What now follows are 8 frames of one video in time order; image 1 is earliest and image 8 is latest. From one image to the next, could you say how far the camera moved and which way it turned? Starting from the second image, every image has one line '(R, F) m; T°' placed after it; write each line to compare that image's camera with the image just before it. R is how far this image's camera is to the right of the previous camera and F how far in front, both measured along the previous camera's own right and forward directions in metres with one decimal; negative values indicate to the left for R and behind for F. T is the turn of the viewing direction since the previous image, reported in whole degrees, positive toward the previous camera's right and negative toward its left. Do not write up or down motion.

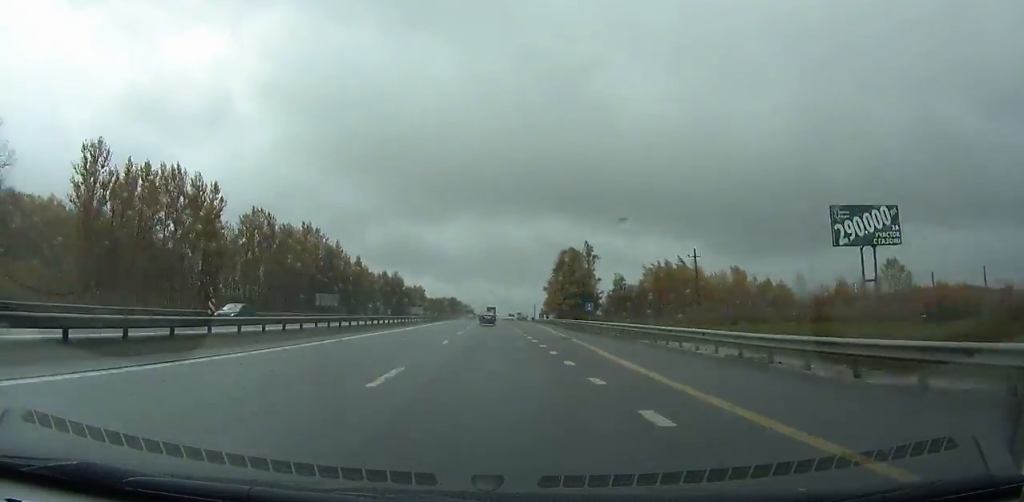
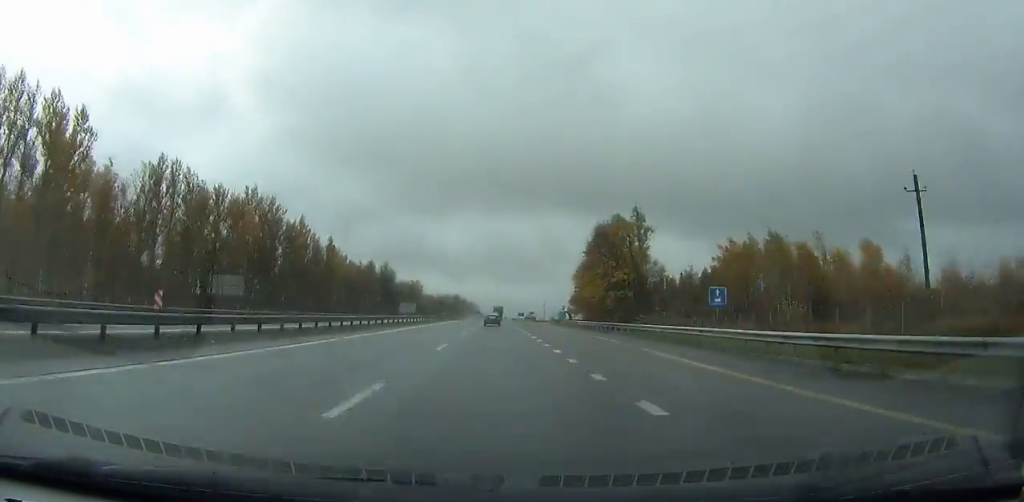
(-0.4, +39.3) m; 0°
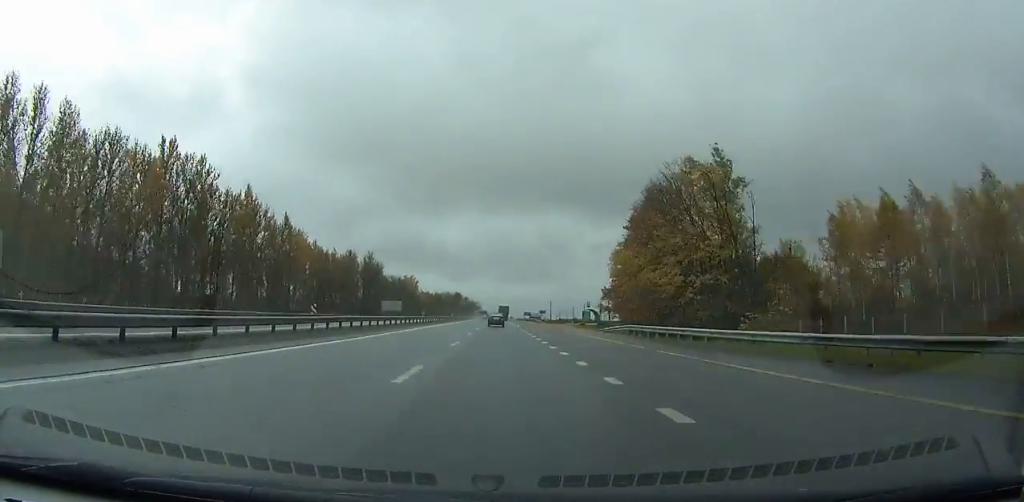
(-0.2, +31.9) m; 0°
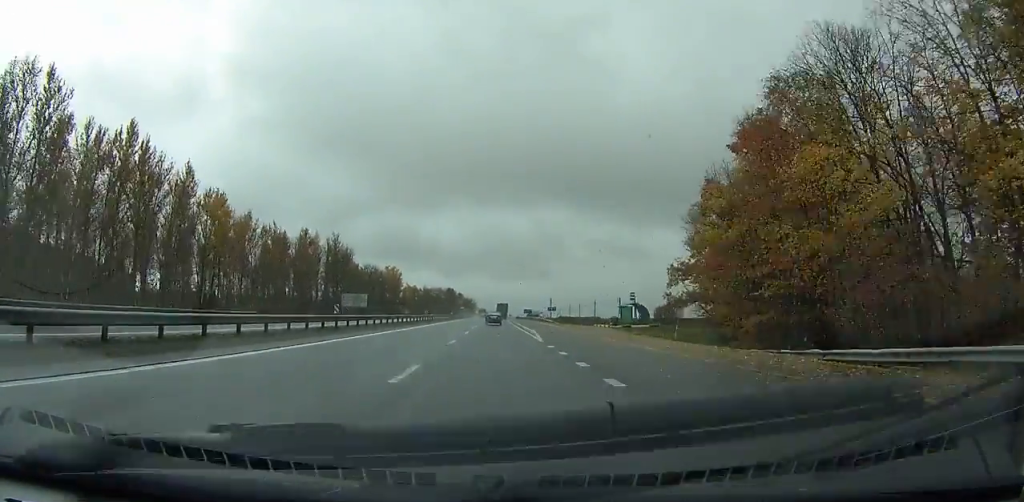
(+0.1, +35.3) m; 0°
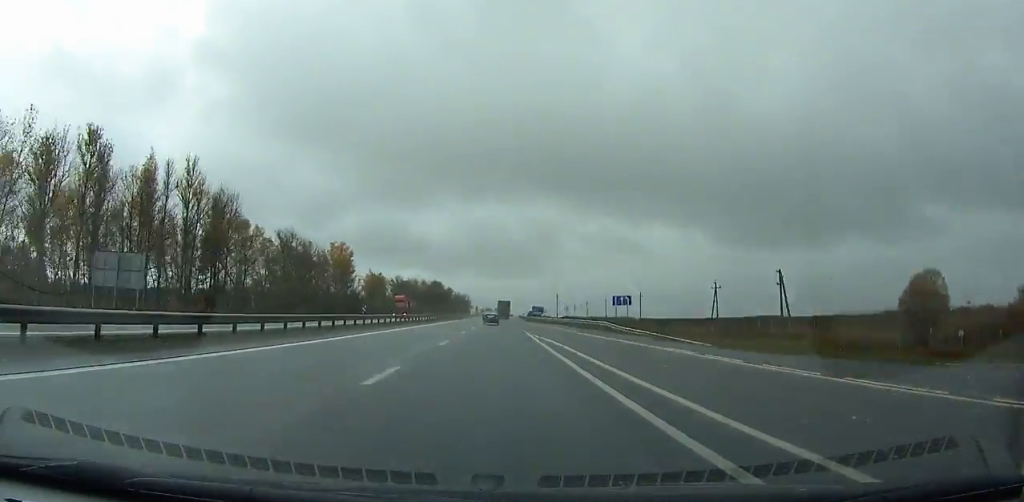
(+0.1, +74.2) m; 0°
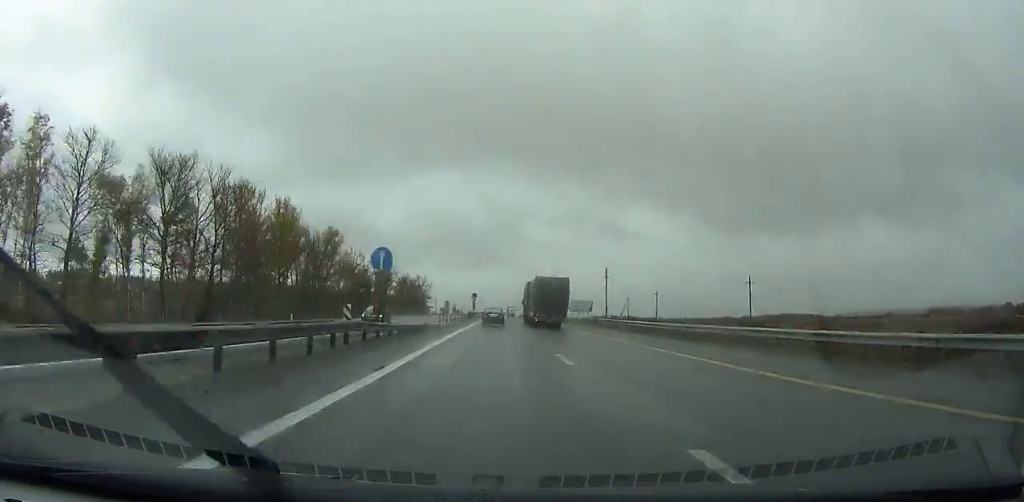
(+2.3, +231.8) m; +2°
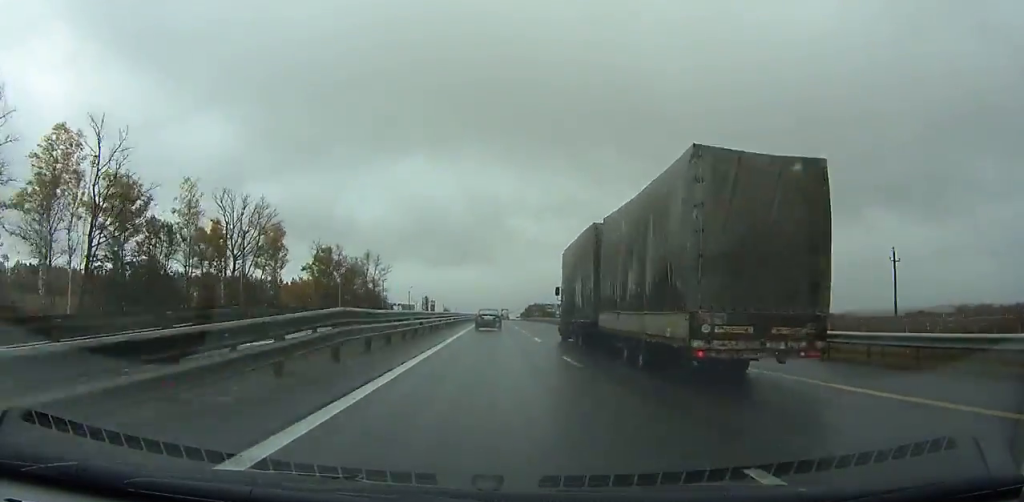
(+0.6, +95.5) m; +1°
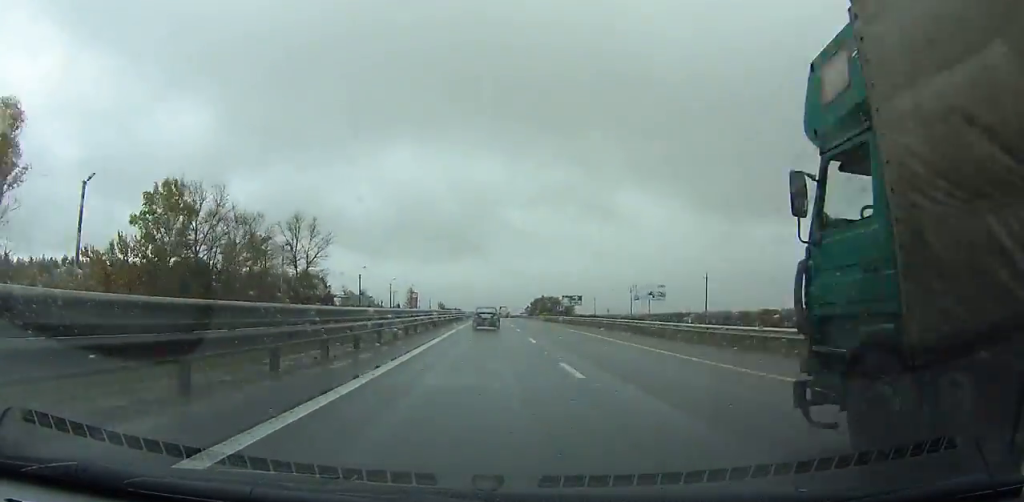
(+0.1, +62.4) m; 0°
